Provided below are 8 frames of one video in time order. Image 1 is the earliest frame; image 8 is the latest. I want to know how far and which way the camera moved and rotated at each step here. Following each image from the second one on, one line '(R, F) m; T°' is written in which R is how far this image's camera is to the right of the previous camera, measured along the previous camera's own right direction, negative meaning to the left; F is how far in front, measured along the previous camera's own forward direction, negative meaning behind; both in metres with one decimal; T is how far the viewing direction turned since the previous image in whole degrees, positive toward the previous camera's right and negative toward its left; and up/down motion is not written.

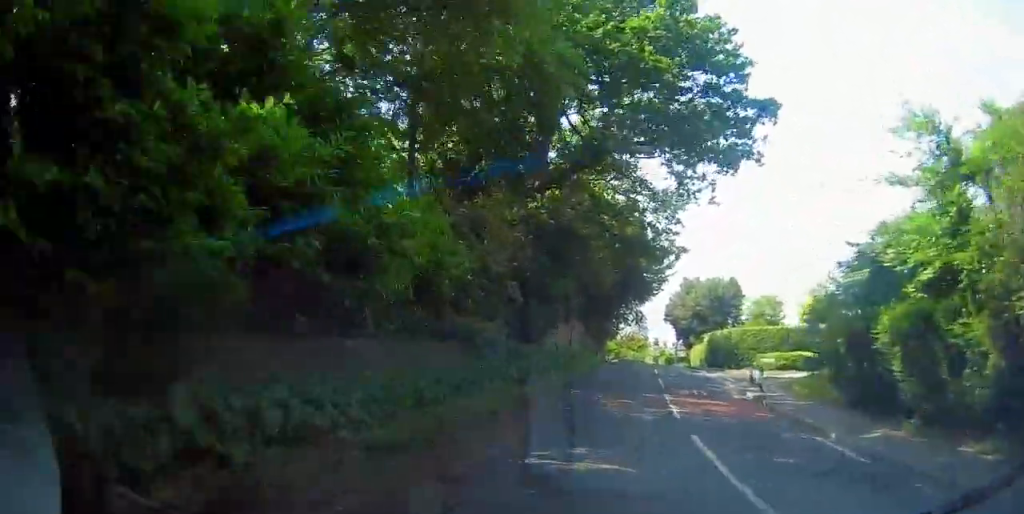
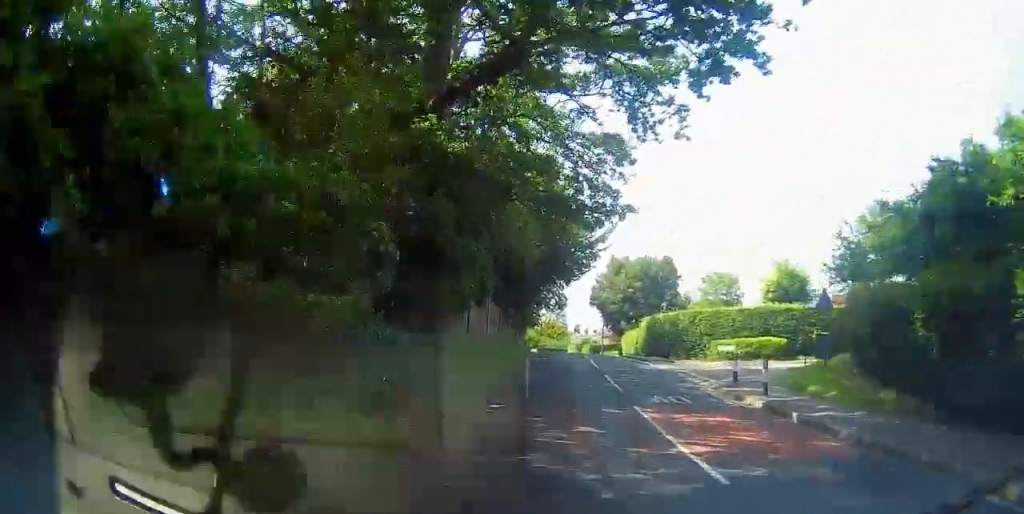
(+0.2, +6.9) m; +2°
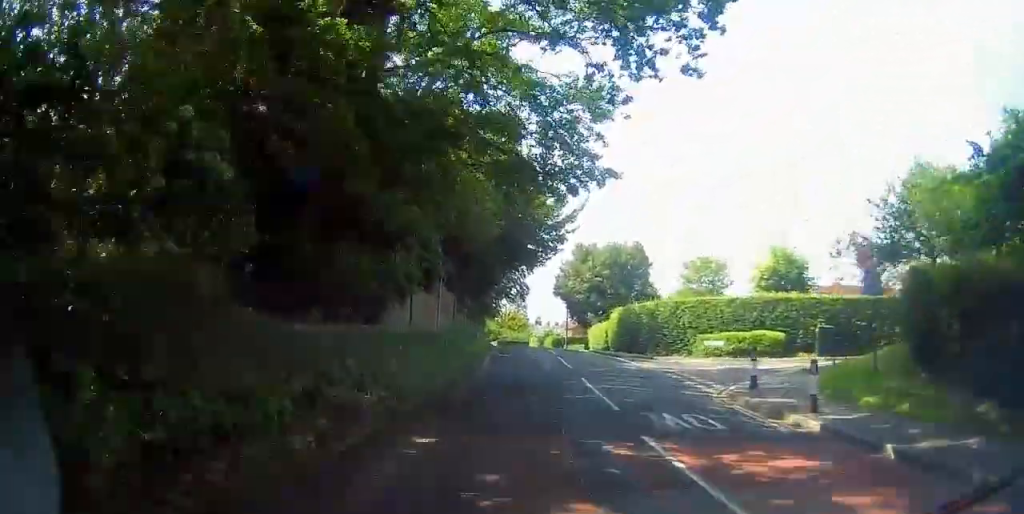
(0.0, +4.5) m; +1°
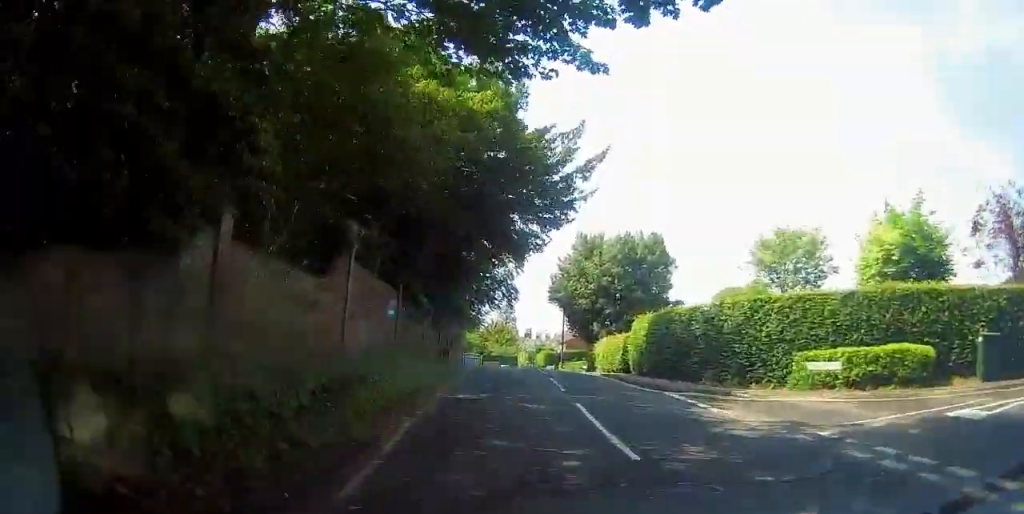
(+0.4, +12.1) m; +3°
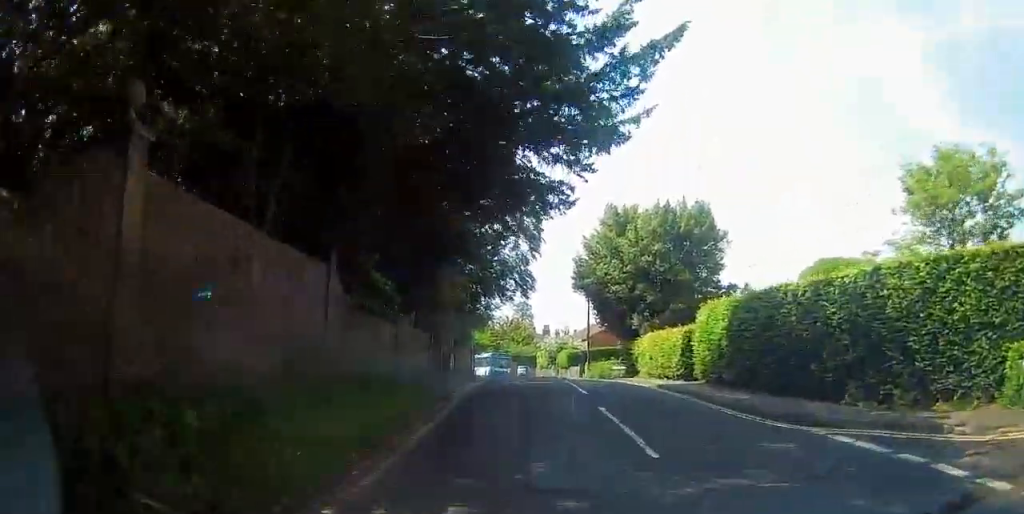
(+0.1, +8.8) m; +1°
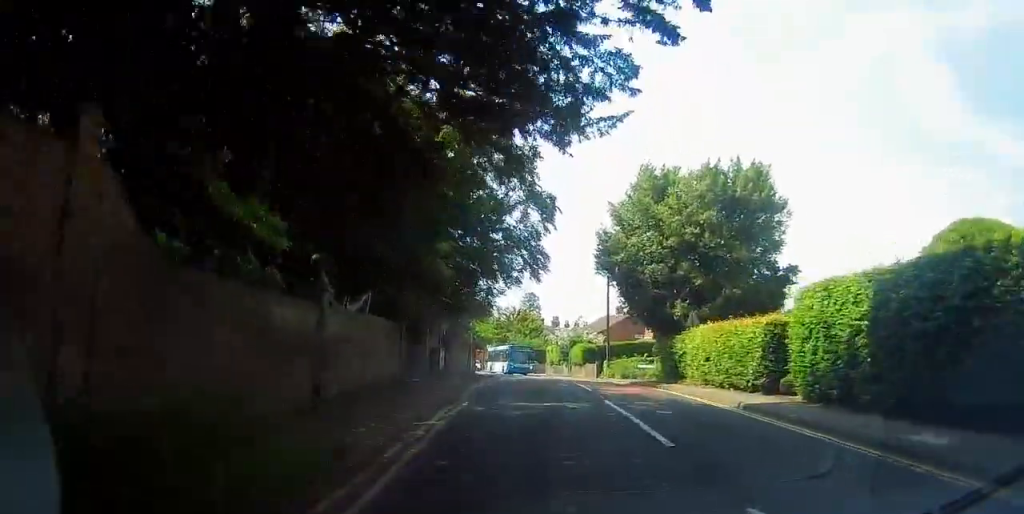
(0.0, +7.8) m; -1°
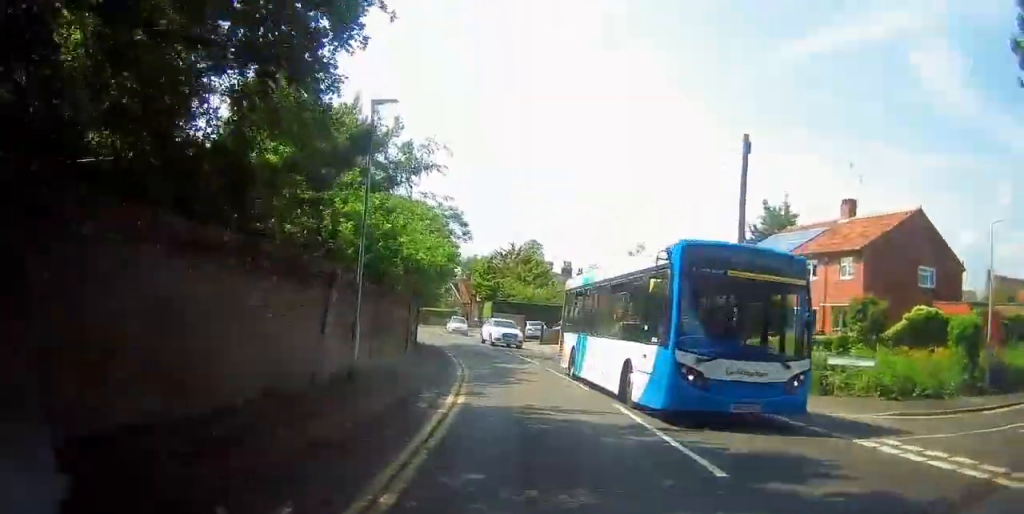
(+2.7, +27.1) m; +1°
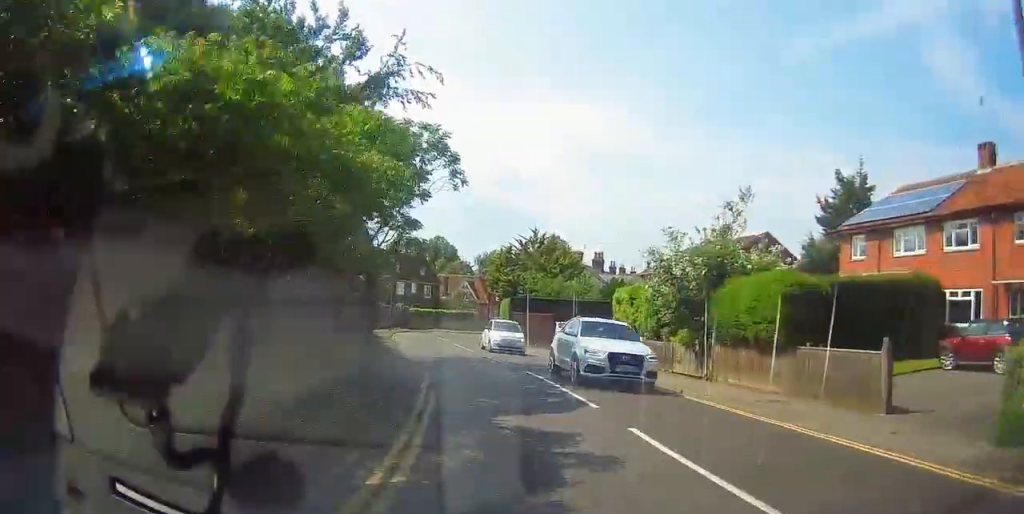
(-2.9, +13.4) m; -10°
